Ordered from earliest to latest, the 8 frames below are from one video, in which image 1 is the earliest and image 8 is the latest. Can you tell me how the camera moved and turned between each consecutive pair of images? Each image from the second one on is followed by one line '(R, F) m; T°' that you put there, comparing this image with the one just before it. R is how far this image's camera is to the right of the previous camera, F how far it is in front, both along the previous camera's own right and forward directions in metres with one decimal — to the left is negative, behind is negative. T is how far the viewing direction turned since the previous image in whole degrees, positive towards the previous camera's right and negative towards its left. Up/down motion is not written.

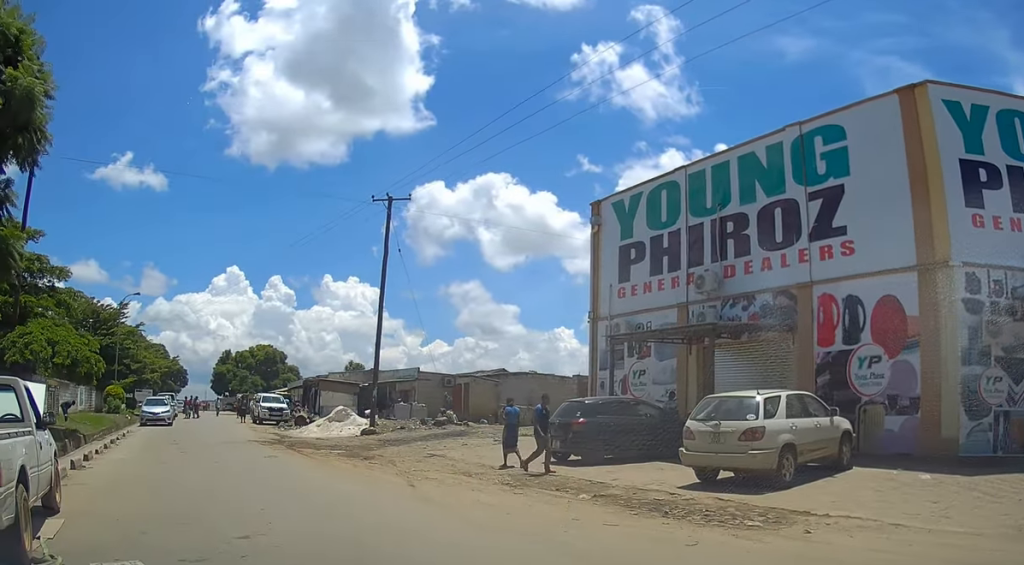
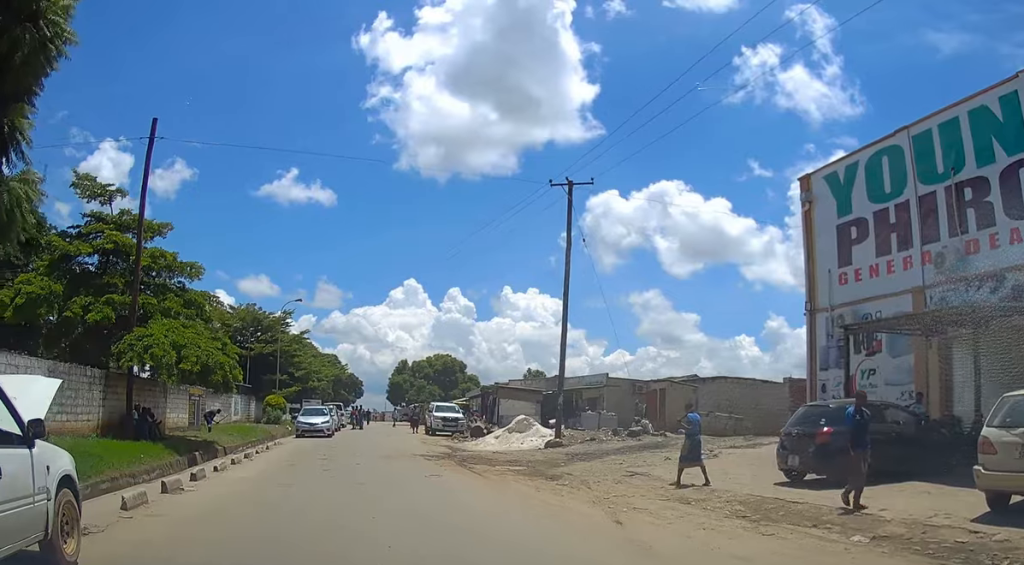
(0.0, +3.4) m; -6°
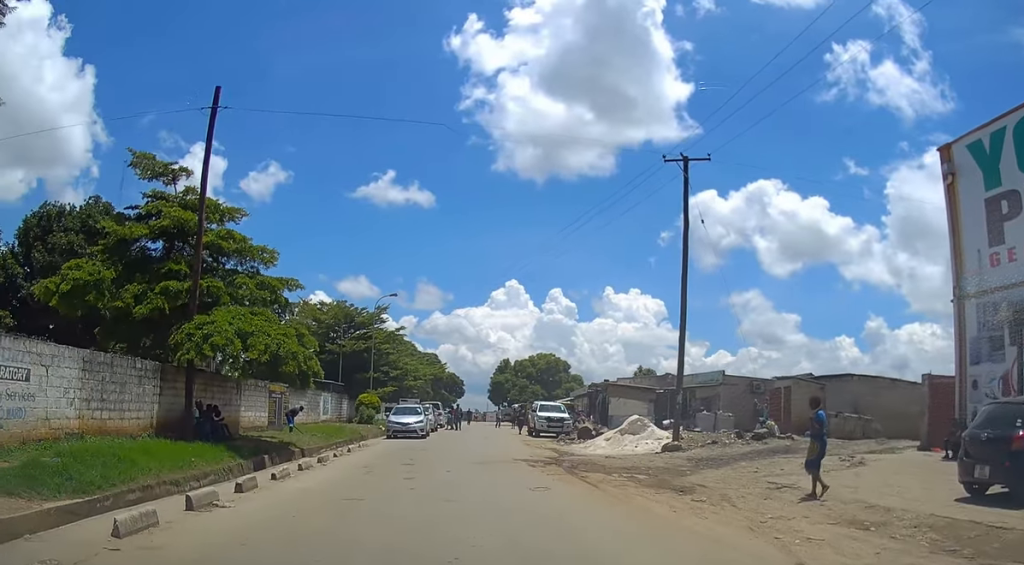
(-0.2, +2.7) m; -5°
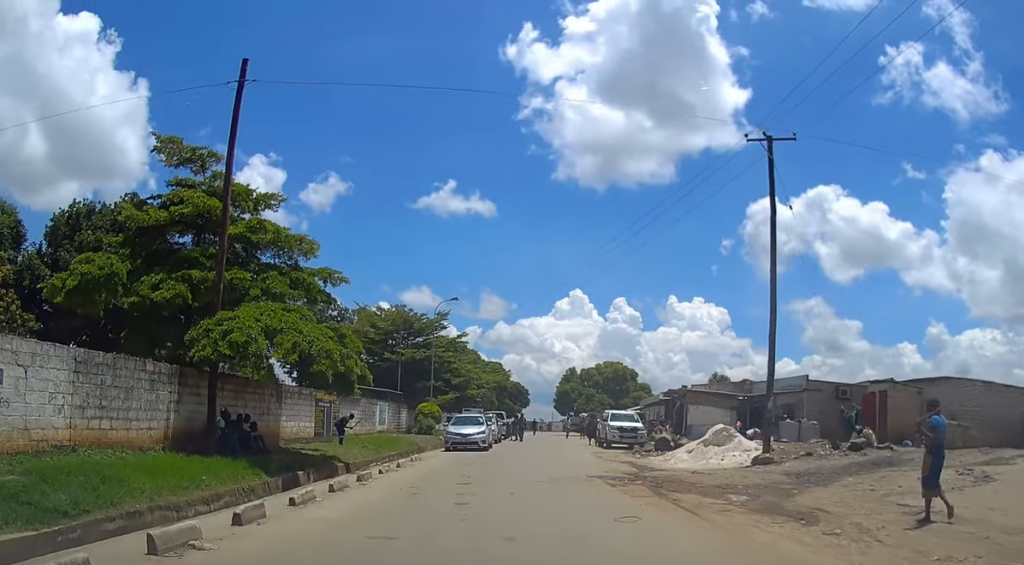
(-0.1, +2.6) m; -1°
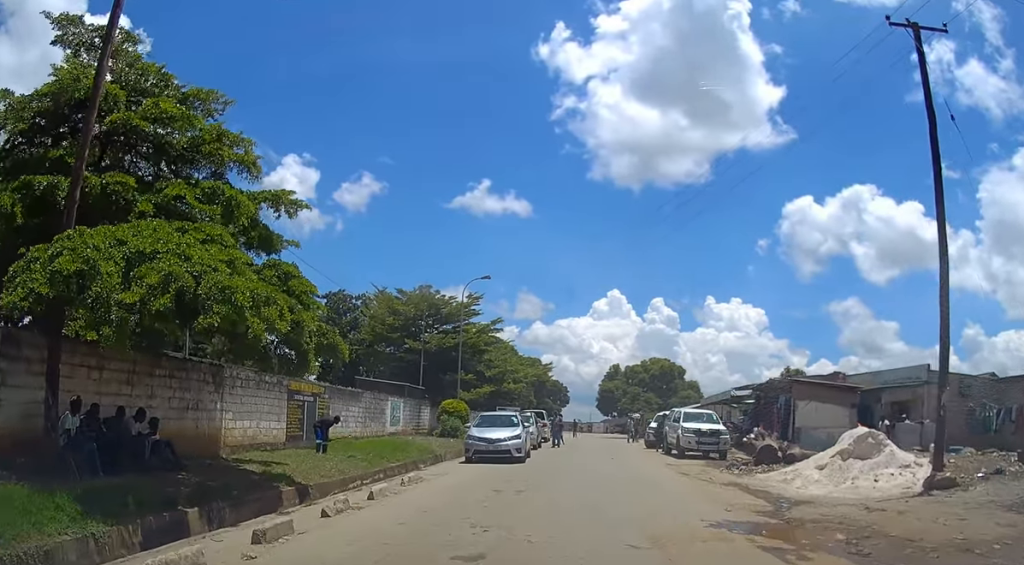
(-0.1, +7.9) m; -3°
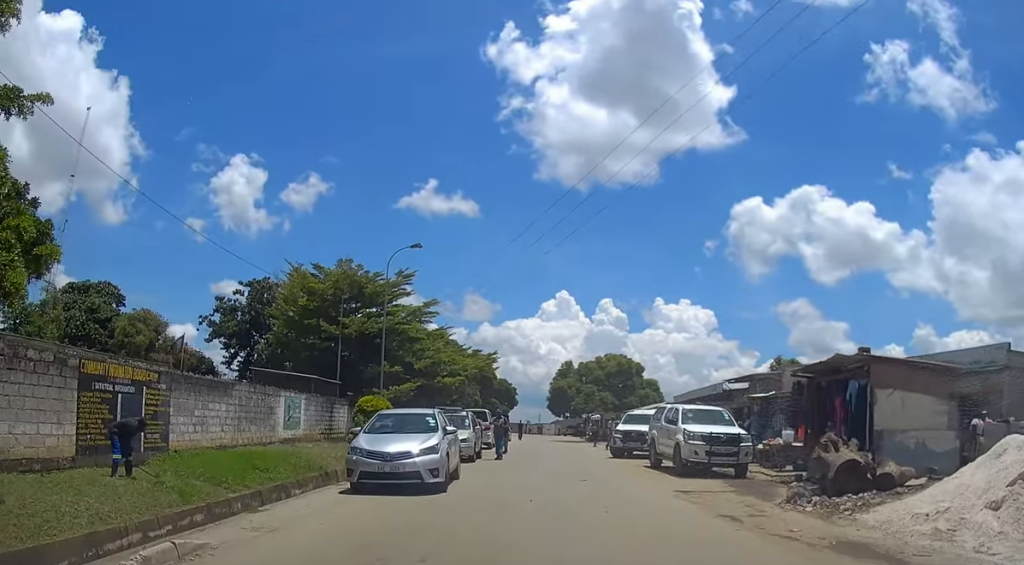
(-0.4, +8.1) m; 0°
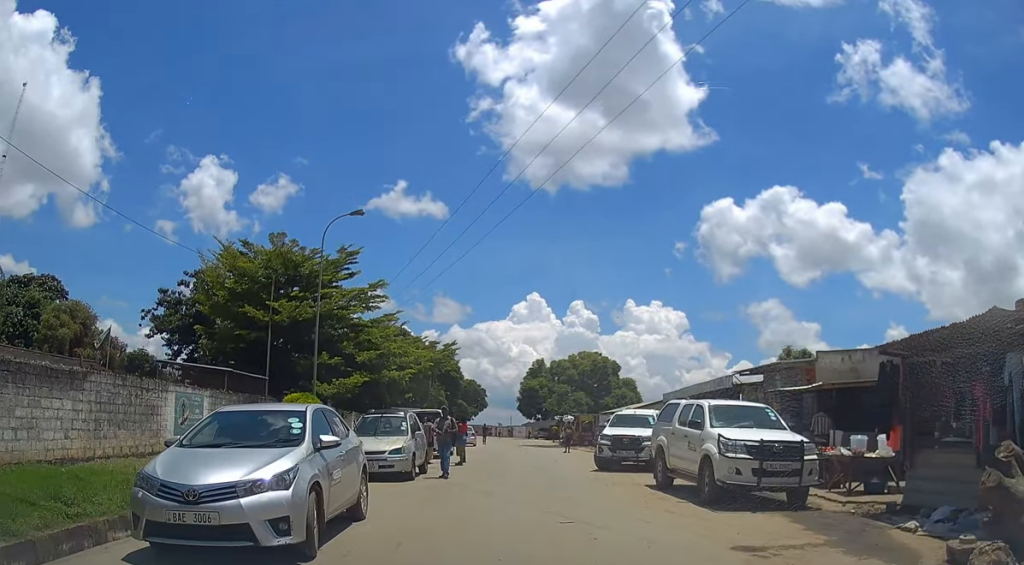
(+0.4, +6.3) m; +3°
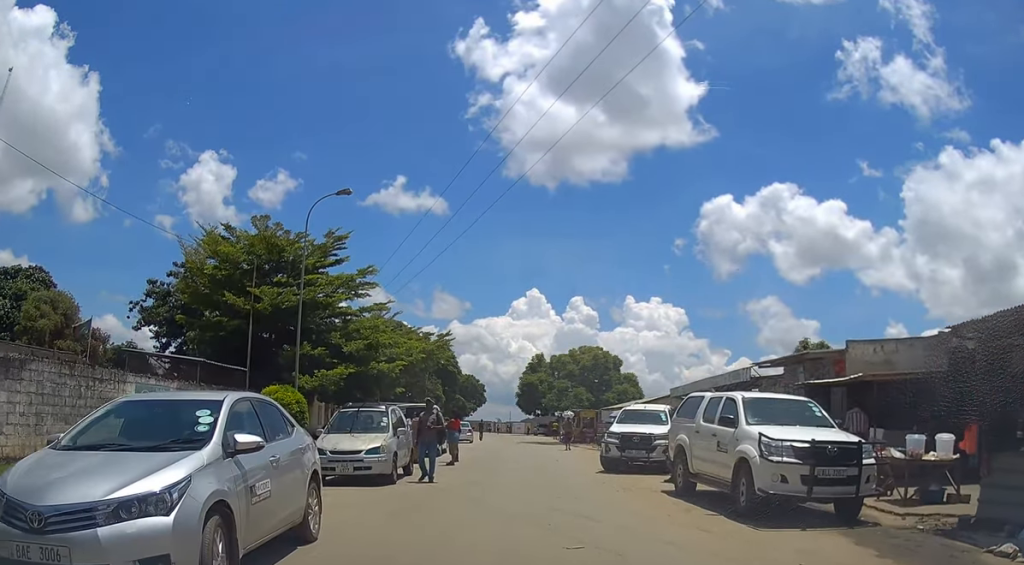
(-0.1, +2.2) m; 0°
